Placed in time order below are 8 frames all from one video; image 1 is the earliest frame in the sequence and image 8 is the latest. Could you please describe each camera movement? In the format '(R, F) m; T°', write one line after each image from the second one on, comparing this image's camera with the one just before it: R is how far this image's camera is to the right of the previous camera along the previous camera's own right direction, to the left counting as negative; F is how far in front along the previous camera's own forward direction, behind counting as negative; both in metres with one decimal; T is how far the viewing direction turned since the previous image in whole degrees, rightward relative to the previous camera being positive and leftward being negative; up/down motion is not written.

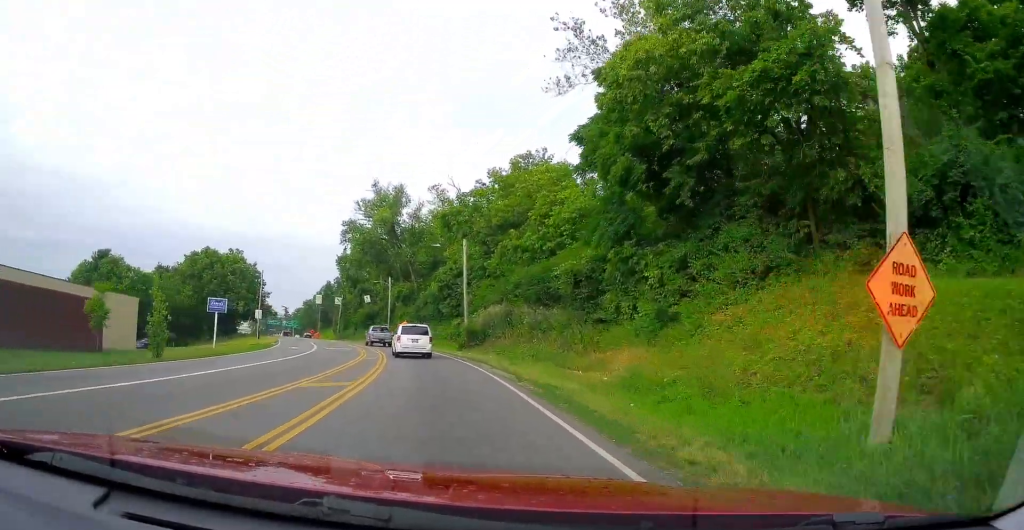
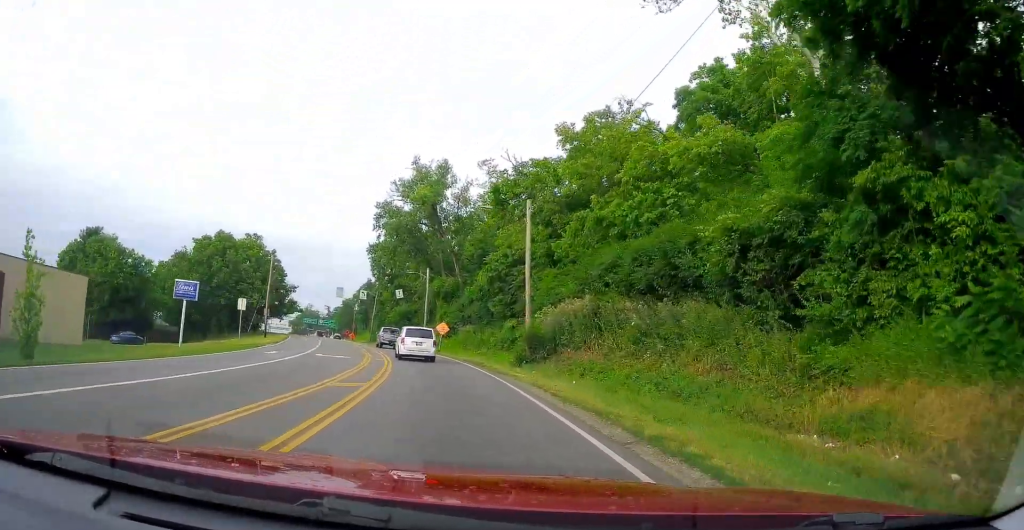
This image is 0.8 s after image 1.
(+0.4, +14.6) m; -2°
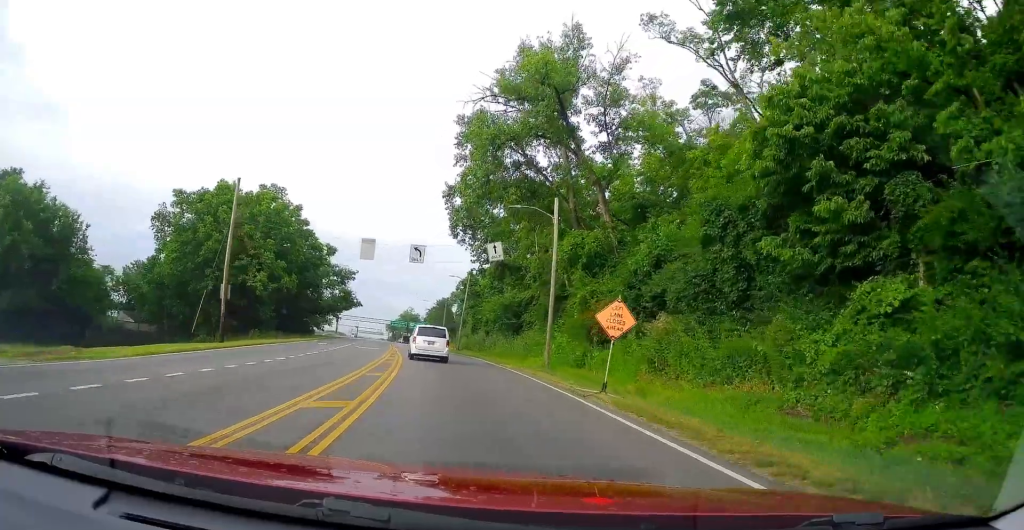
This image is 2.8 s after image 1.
(-5.0, +34.3) m; -13°
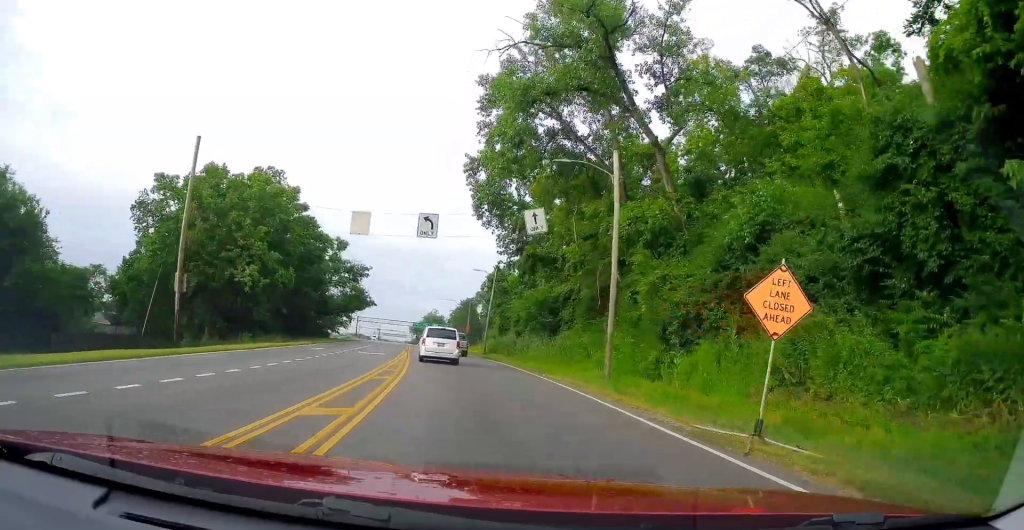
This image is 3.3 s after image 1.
(-0.1, +8.5) m; -2°
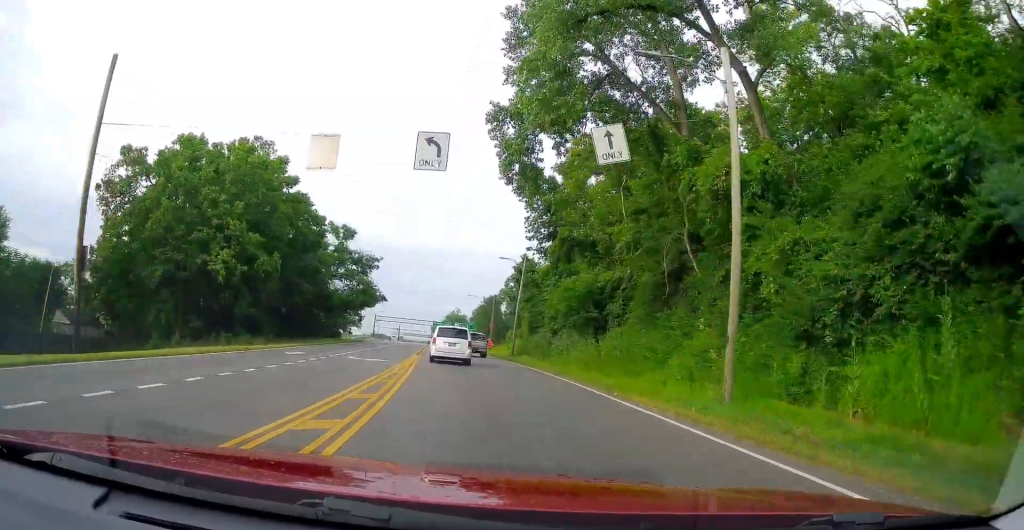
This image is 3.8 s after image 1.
(+0.3, +9.1) m; -1°
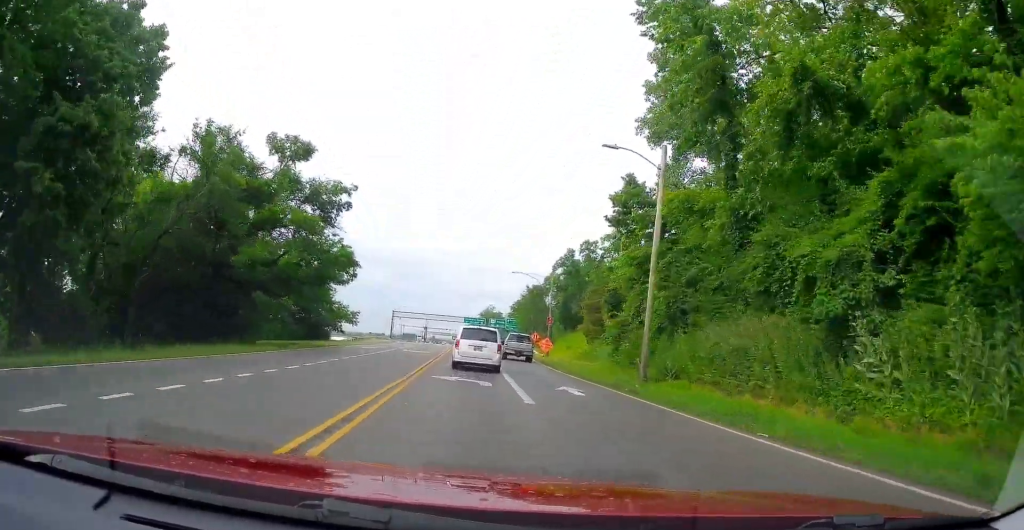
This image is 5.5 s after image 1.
(-1.5, +31.8) m; -3°
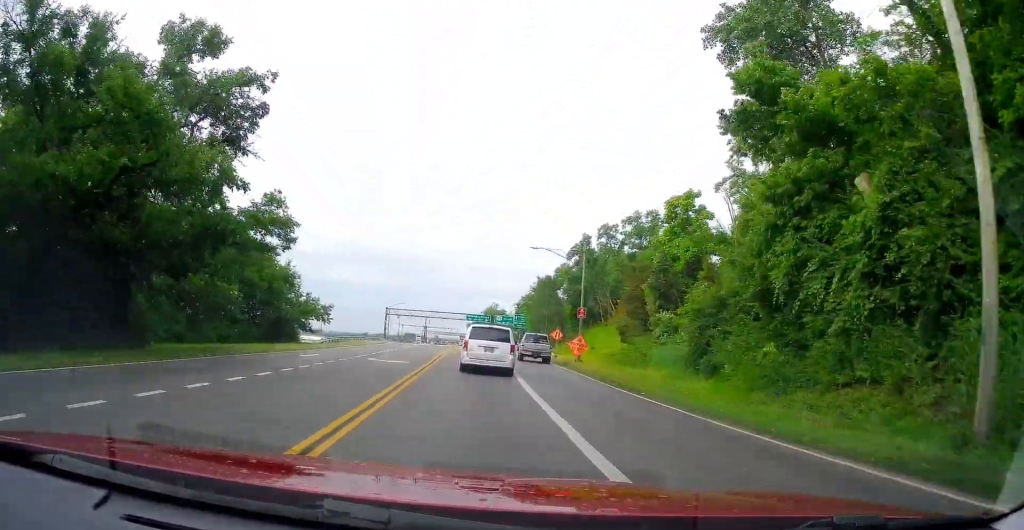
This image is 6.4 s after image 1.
(0.0, +15.6) m; 0°
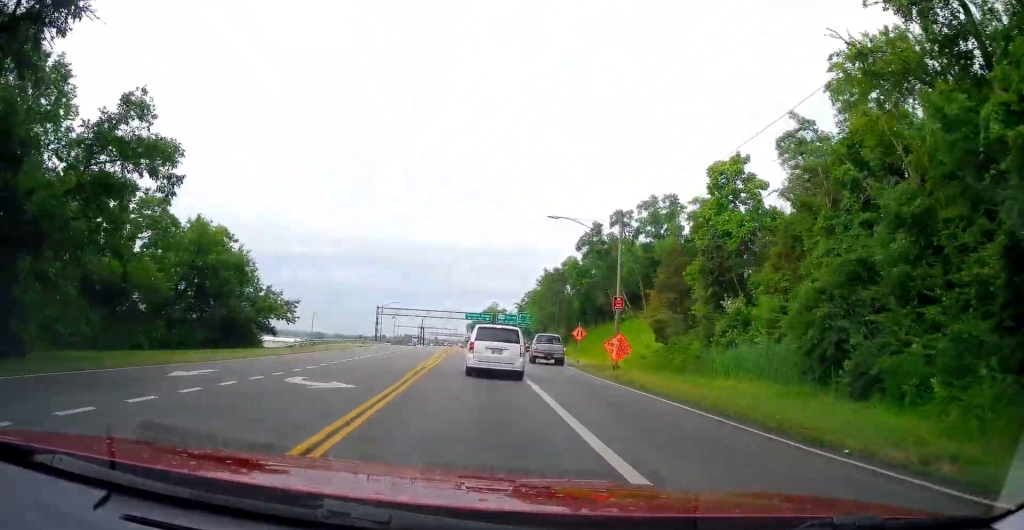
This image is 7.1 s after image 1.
(-0.2, +10.7) m; 0°
